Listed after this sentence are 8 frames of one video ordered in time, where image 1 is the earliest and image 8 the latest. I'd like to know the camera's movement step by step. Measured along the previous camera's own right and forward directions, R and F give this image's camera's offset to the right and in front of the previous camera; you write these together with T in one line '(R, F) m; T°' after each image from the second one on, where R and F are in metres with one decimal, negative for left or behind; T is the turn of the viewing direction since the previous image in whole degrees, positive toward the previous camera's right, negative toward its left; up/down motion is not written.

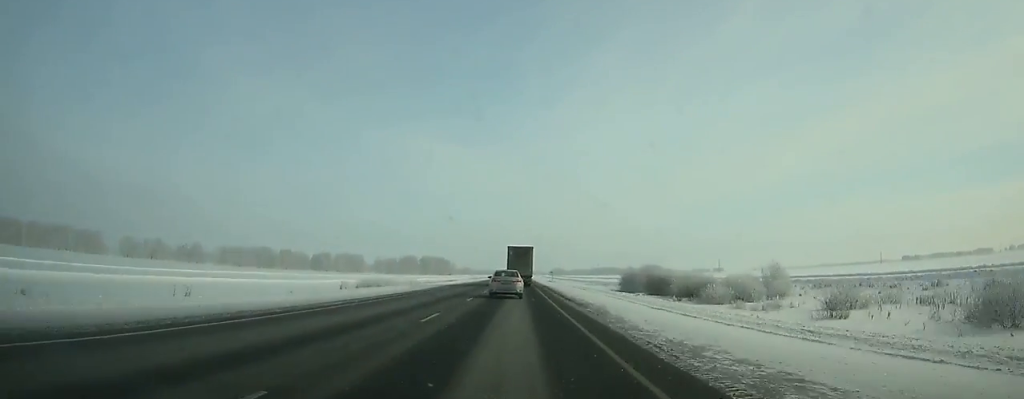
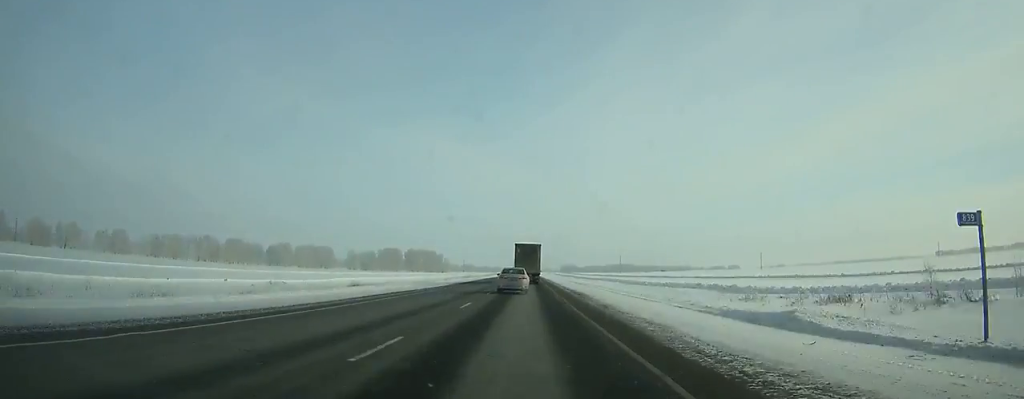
(-0.4, +114.5) m; 0°
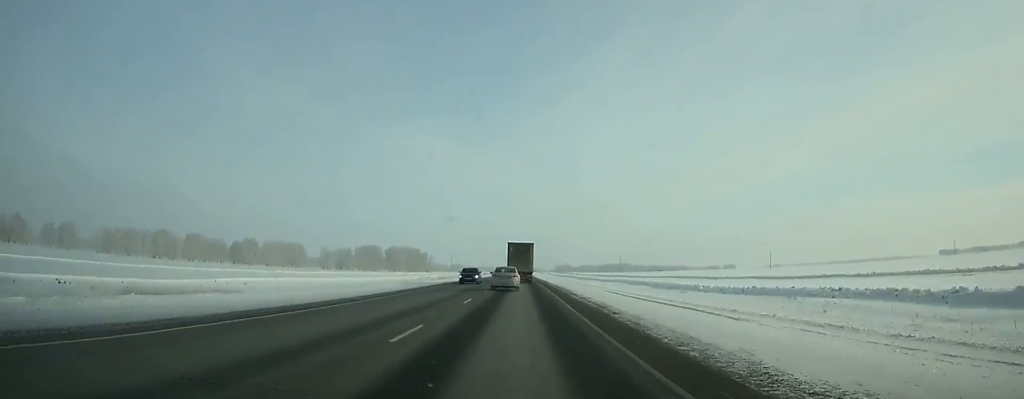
(+0.1, +46.0) m; 0°
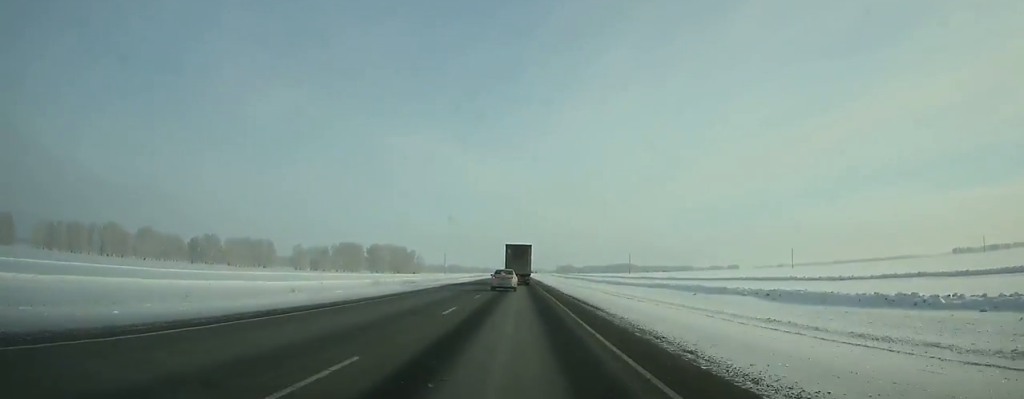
(+0.1, +53.0) m; 0°
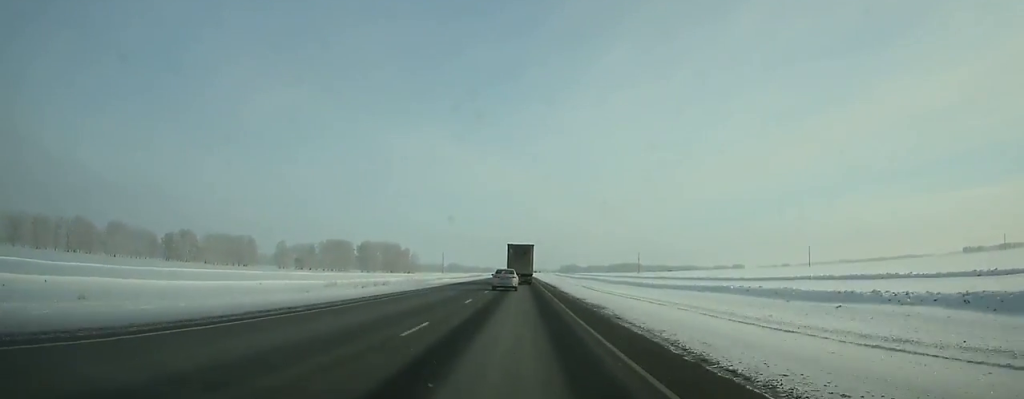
(-0.1, +30.1) m; 0°
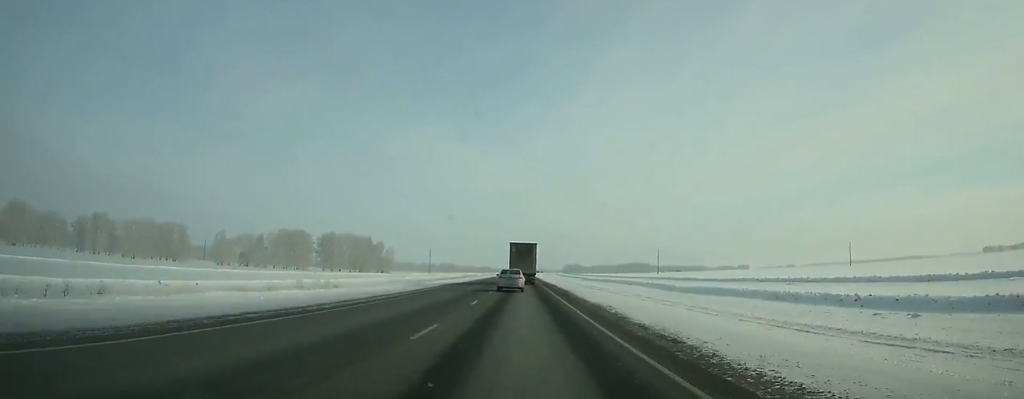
(0.0, +71.9) m; 0°
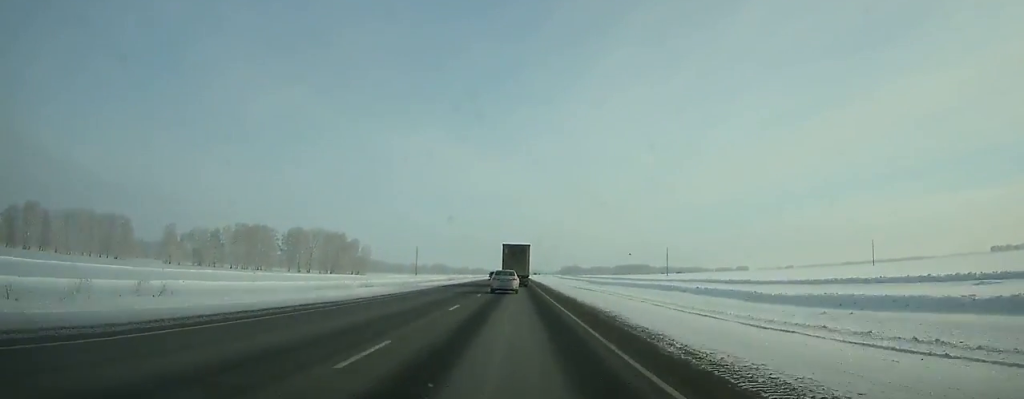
(+0.2, +39.6) m; 0°
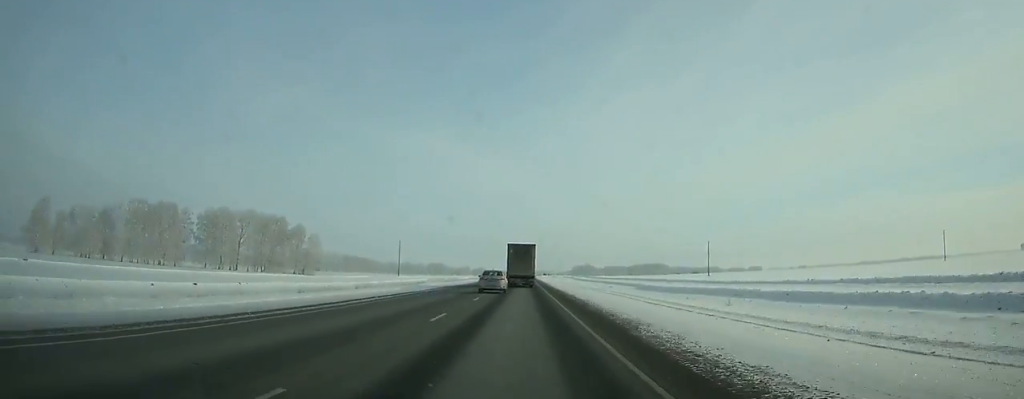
(-0.3, +77.5) m; 0°
